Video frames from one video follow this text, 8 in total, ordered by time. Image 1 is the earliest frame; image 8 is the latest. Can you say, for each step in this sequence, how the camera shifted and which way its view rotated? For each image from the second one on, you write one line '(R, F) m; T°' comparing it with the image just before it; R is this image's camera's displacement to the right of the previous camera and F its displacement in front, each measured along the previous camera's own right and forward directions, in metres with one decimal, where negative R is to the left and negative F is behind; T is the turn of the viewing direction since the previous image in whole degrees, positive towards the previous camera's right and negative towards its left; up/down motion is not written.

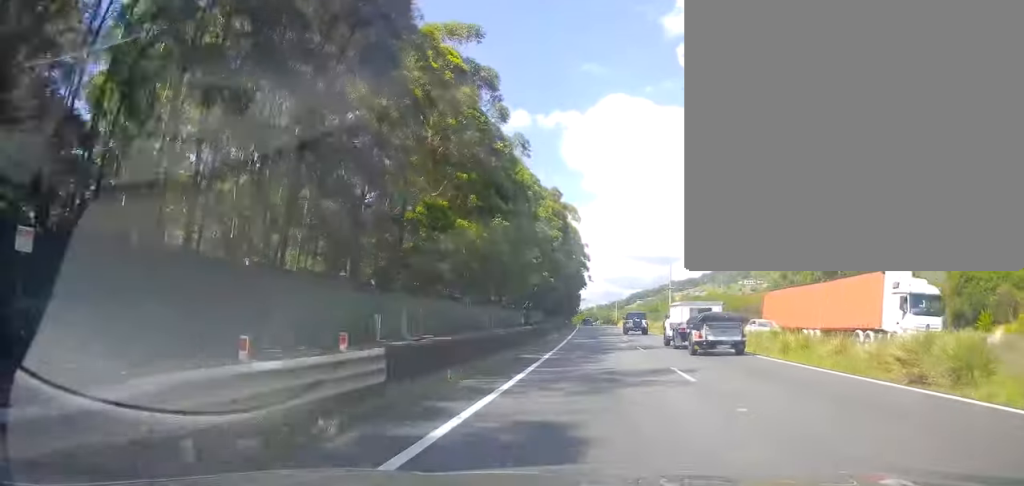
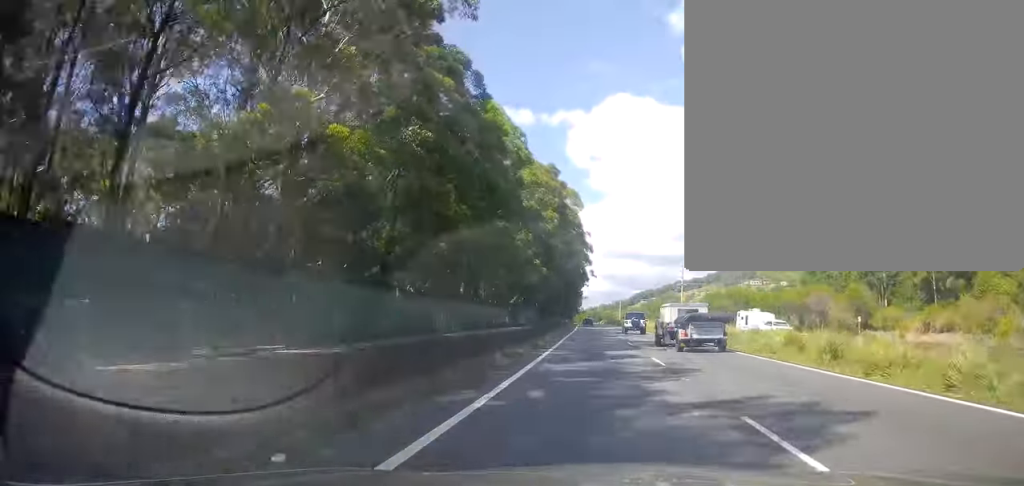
(-1.0, +19.2) m; -1°
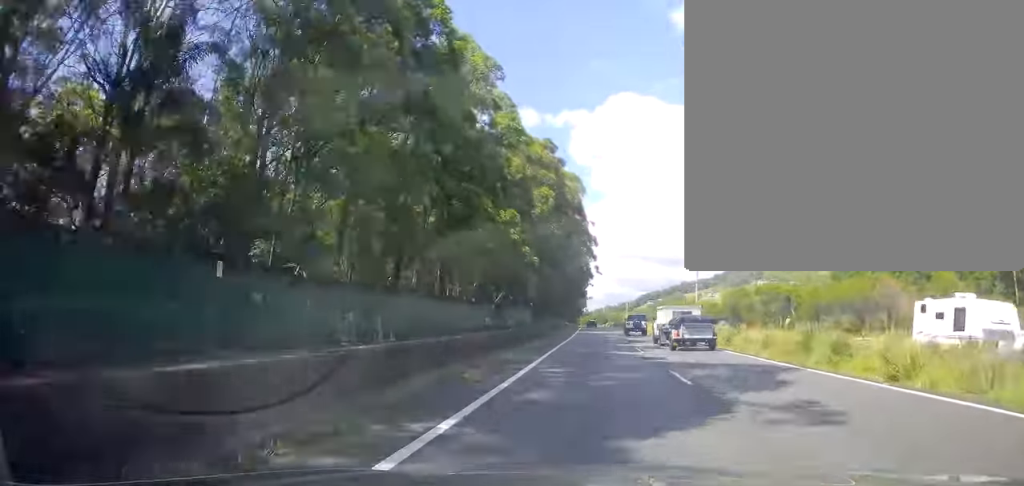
(+0.5, +16.8) m; +2°
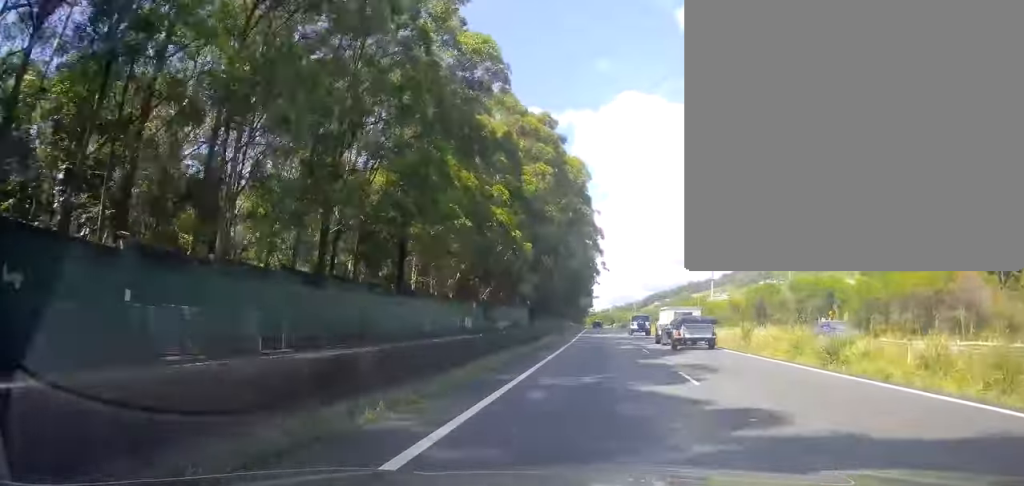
(+0.1, +12.3) m; 0°
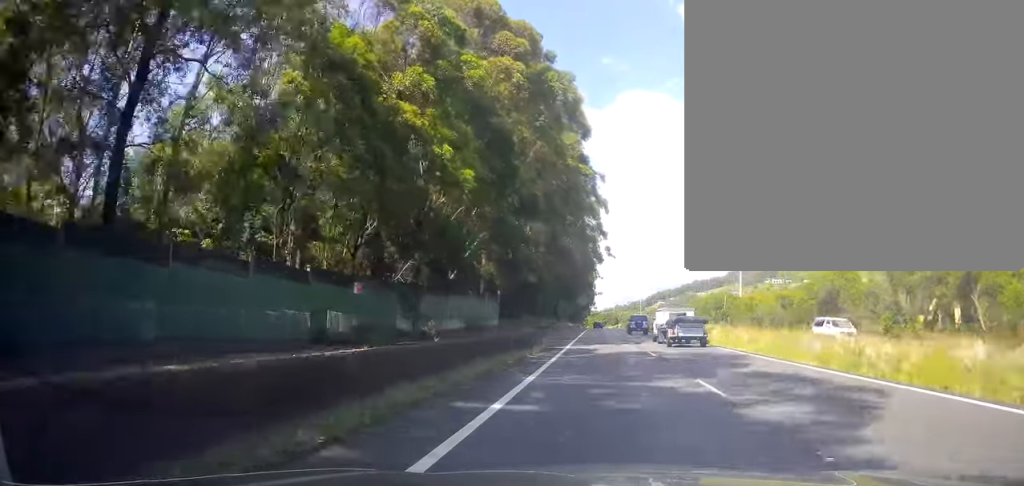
(0.0, +25.8) m; 0°
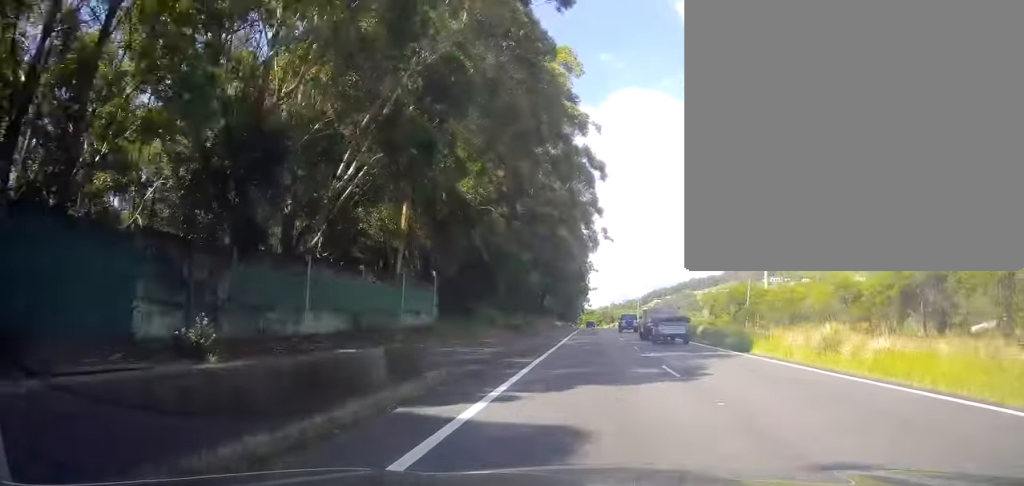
(-0.1, +20.4) m; -2°
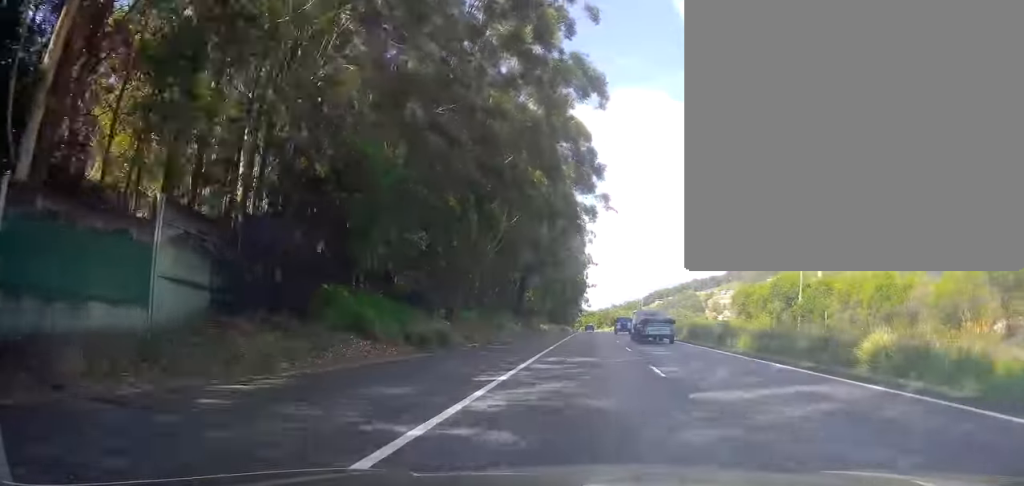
(-0.6, +23.6) m; +1°
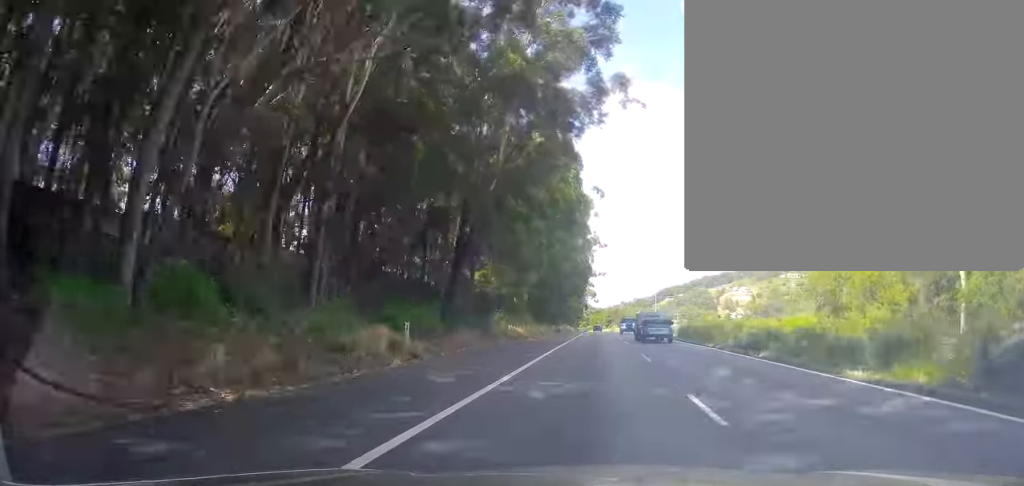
(+0.3, +30.6) m; -2°
